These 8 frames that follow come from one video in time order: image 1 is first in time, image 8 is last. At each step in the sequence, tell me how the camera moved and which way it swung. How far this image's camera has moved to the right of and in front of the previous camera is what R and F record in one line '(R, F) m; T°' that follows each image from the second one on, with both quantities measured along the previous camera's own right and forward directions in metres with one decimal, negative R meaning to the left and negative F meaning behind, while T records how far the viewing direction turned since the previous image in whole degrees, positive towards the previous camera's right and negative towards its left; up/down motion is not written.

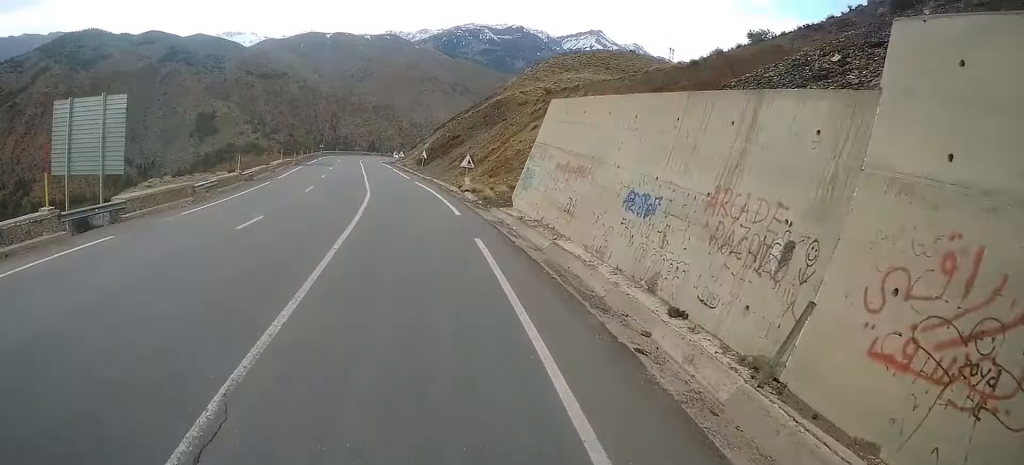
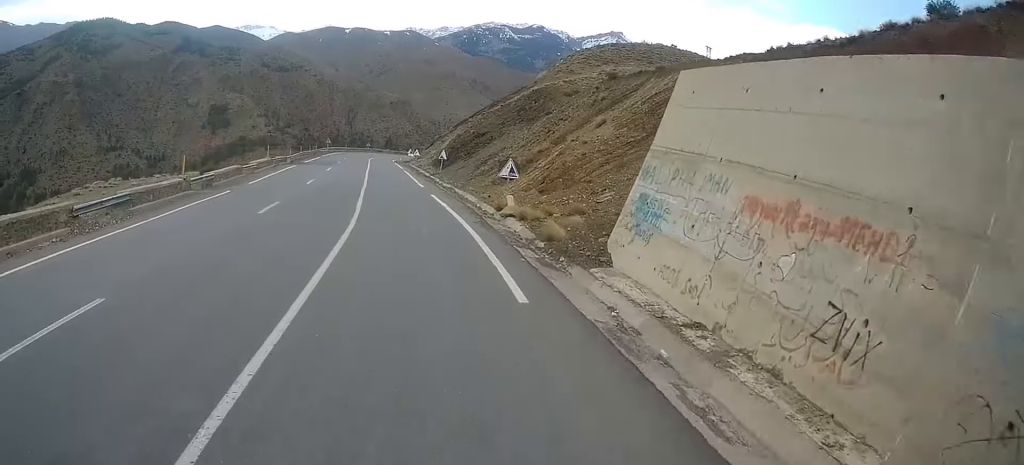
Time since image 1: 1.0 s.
(0.0, +10.6) m; -1°
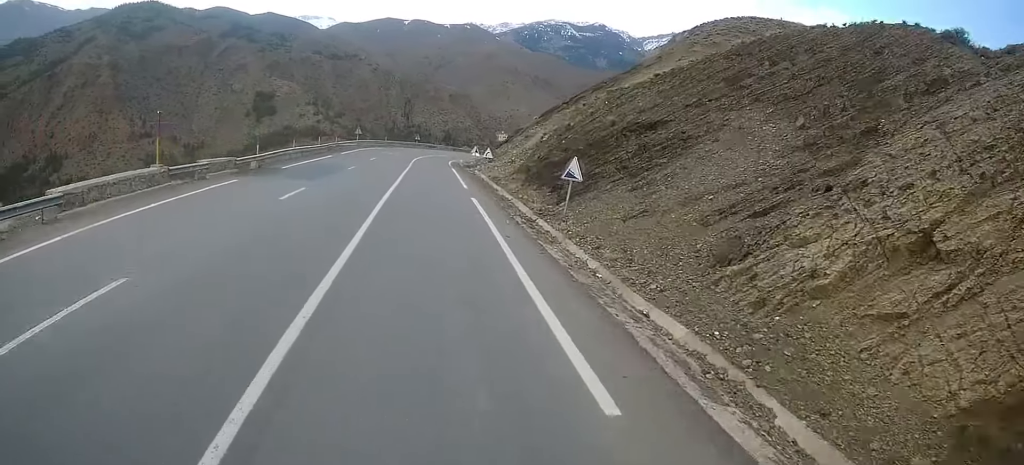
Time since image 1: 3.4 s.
(-1.8, +29.1) m; -5°
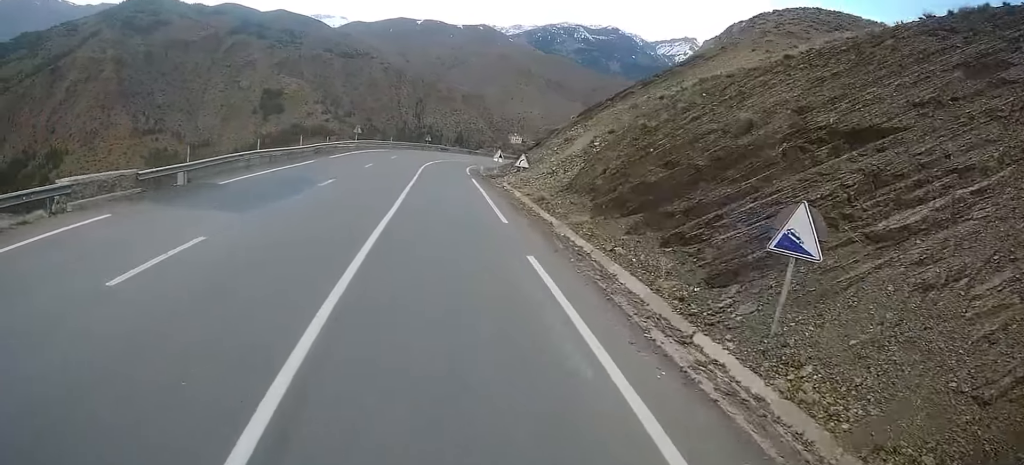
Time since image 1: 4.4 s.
(0.0, +12.2) m; 0°
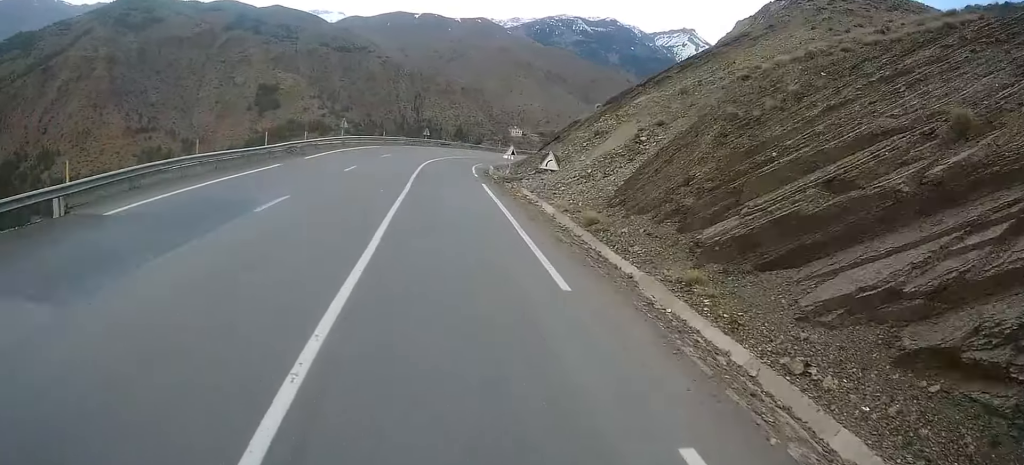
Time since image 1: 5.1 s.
(0.0, +8.7) m; 0°
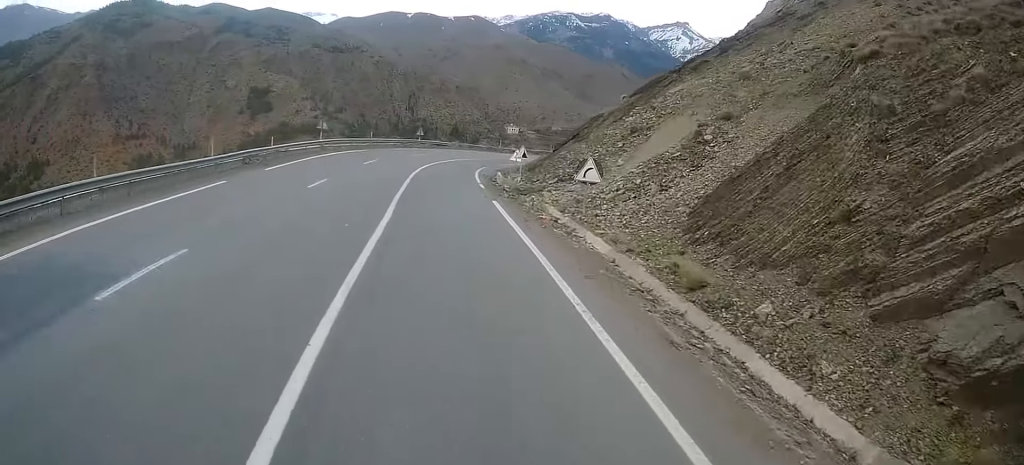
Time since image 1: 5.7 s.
(0.0, +8.2) m; 0°
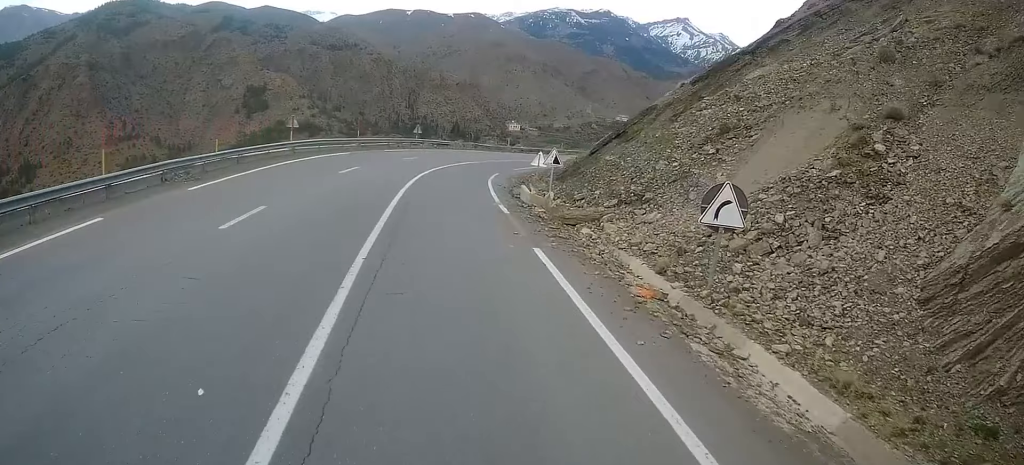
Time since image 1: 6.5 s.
(+0.1, +10.0) m; +2°
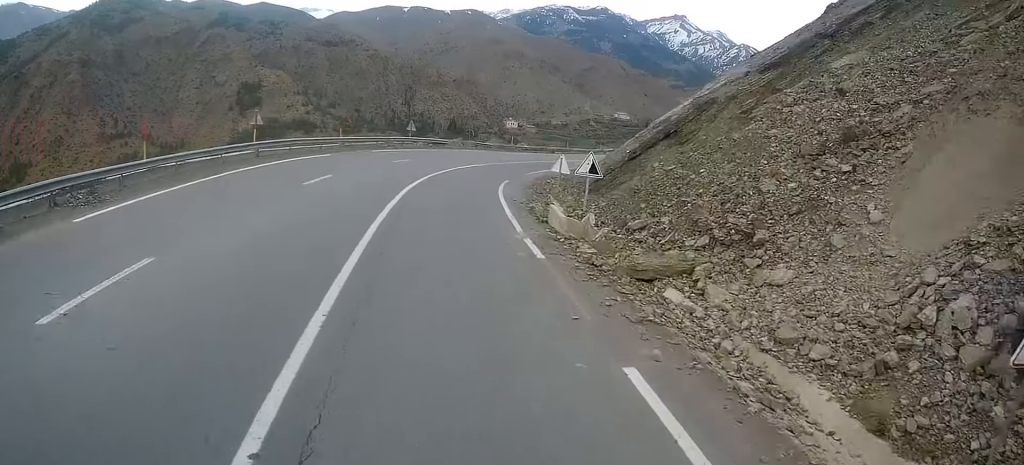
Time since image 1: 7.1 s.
(+0.1, +6.9) m; +1°
